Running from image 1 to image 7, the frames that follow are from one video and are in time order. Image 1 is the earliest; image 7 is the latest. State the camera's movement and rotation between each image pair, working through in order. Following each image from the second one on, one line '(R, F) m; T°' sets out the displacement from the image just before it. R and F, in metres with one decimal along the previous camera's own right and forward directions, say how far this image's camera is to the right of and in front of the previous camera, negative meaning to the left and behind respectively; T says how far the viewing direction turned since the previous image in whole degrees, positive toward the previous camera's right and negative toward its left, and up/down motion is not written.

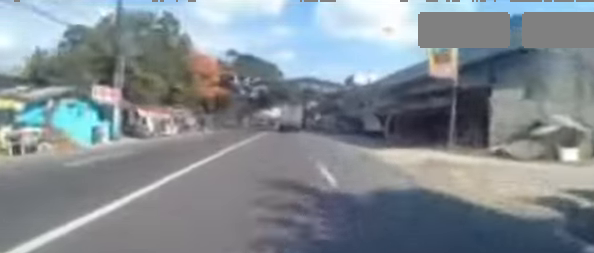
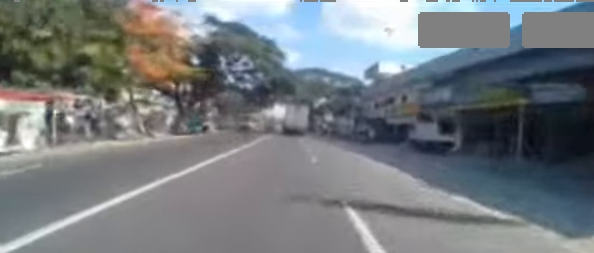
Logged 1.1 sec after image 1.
(-0.4, +13.8) m; 0°
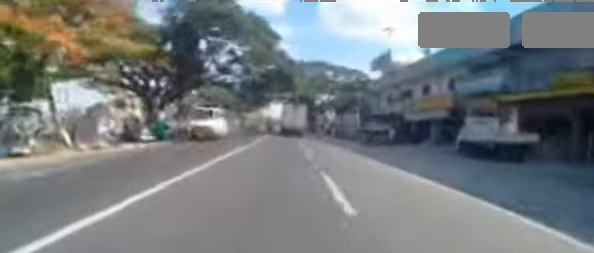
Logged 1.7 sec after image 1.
(+0.2, +6.3) m; +1°
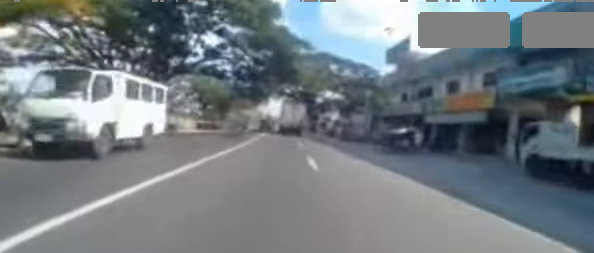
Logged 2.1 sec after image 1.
(+0.1, +5.3) m; 0°
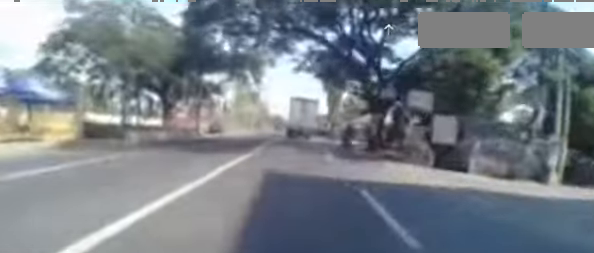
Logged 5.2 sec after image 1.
(-1.2, +32.4) m; -4°
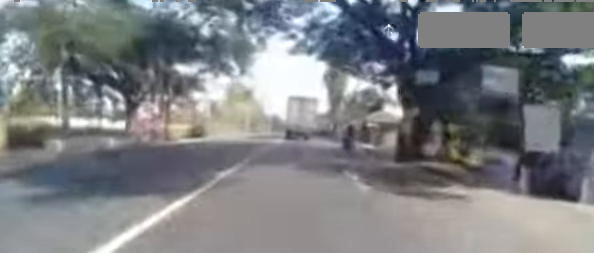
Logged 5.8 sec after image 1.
(-0.3, +5.8) m; -1°
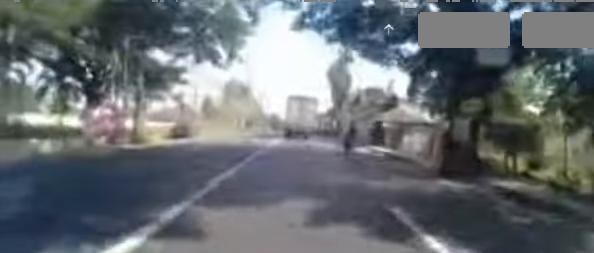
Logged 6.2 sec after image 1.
(0.0, +4.1) m; 0°
